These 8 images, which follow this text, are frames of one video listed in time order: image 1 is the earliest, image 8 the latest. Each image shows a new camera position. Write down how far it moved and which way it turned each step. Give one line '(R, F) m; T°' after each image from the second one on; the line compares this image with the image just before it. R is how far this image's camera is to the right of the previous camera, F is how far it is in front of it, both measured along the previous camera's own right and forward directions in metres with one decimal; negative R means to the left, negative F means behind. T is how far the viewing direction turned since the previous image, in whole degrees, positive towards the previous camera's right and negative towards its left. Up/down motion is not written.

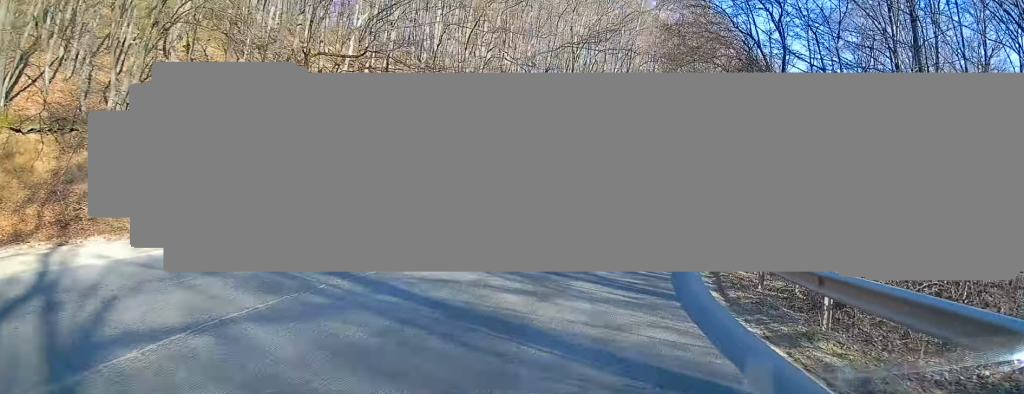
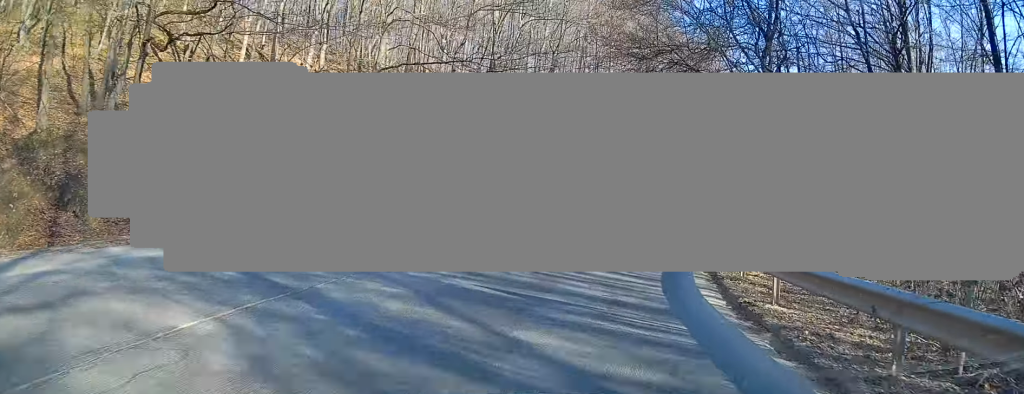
(+0.4, +6.3) m; +6°
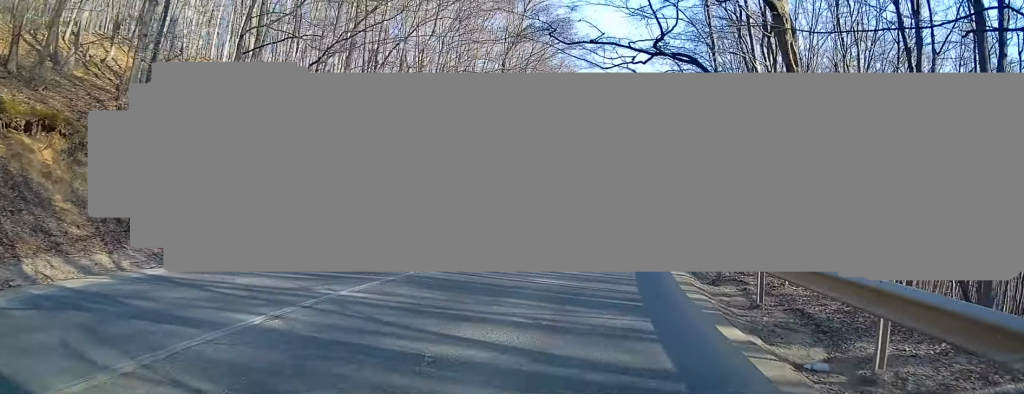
(+2.5, +17.7) m; +13°
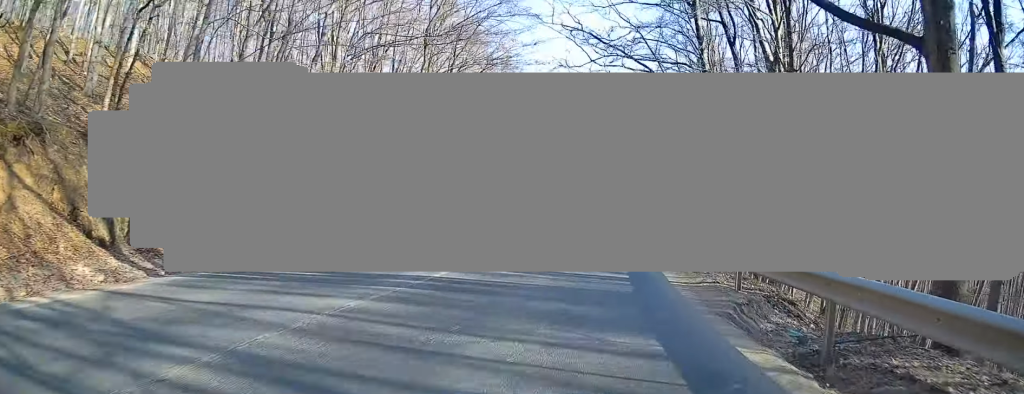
(+0.1, +7.7) m; +5°
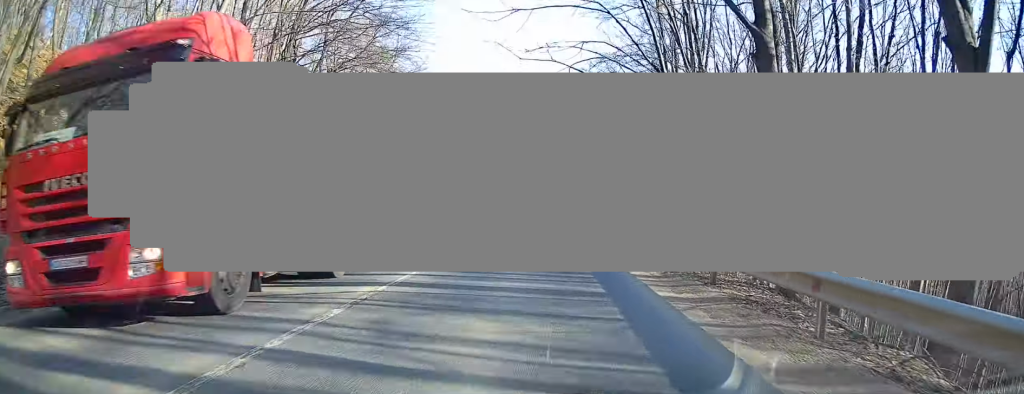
(+1.0, +13.5) m; +8°
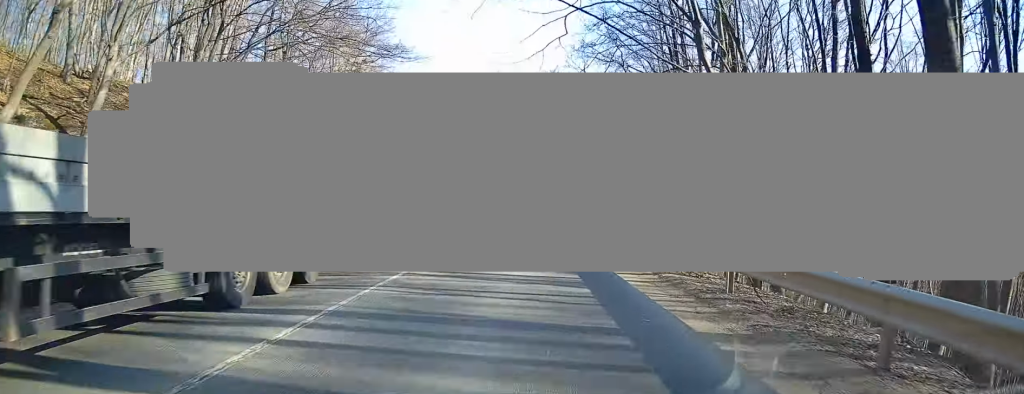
(+0.4, +5.6) m; +2°
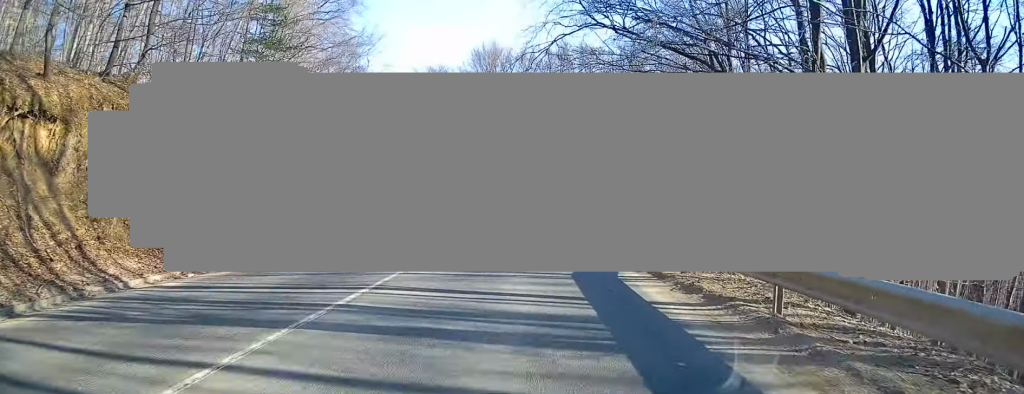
(+0.8, +14.3) m; +4°
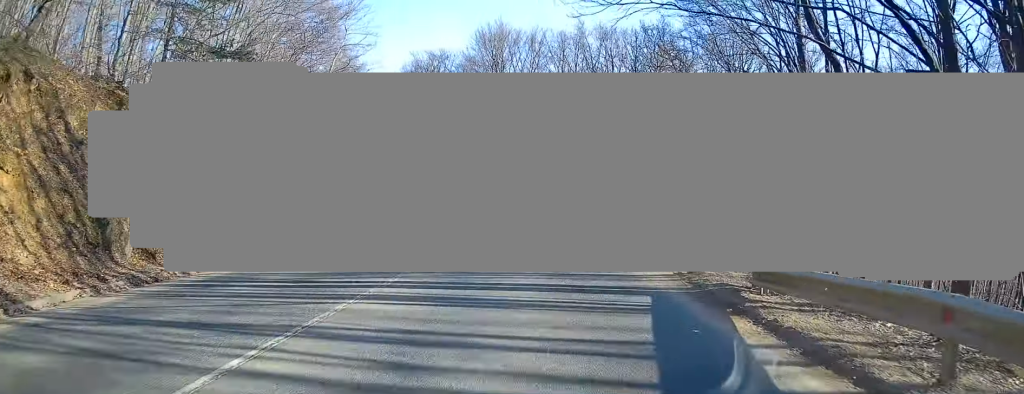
(+0.1, +6.8) m; +1°
